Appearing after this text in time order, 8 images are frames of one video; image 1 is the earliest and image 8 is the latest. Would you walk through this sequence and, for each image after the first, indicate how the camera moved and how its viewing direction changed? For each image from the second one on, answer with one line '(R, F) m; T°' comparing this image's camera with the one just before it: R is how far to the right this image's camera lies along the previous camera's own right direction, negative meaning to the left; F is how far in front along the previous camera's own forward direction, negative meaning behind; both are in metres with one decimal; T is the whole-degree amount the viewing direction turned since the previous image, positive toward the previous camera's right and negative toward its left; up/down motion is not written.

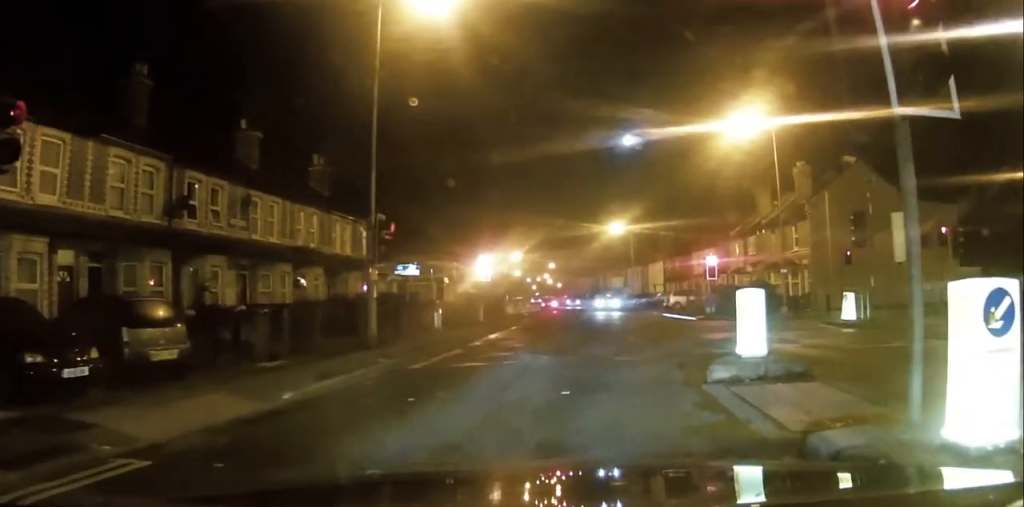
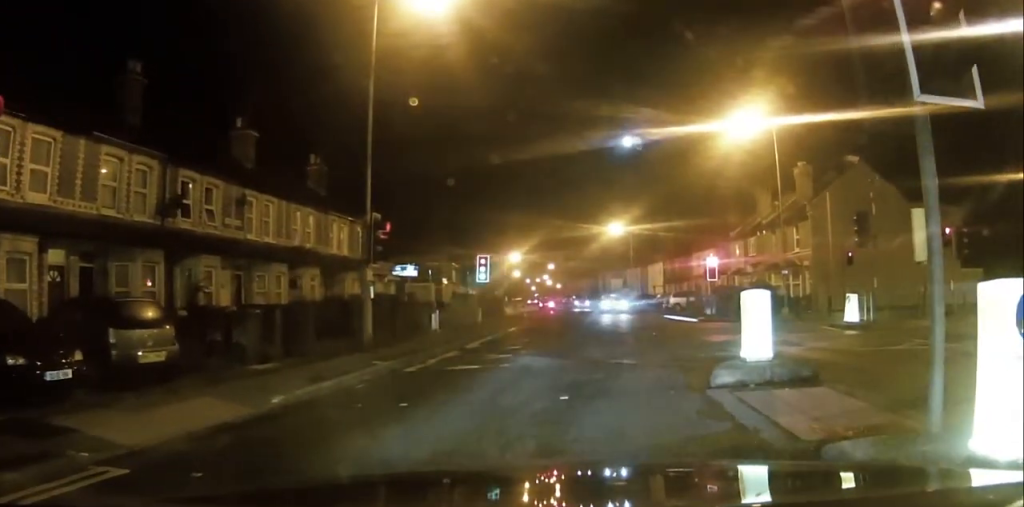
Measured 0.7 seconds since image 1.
(+0.1, +0.7) m; 0°
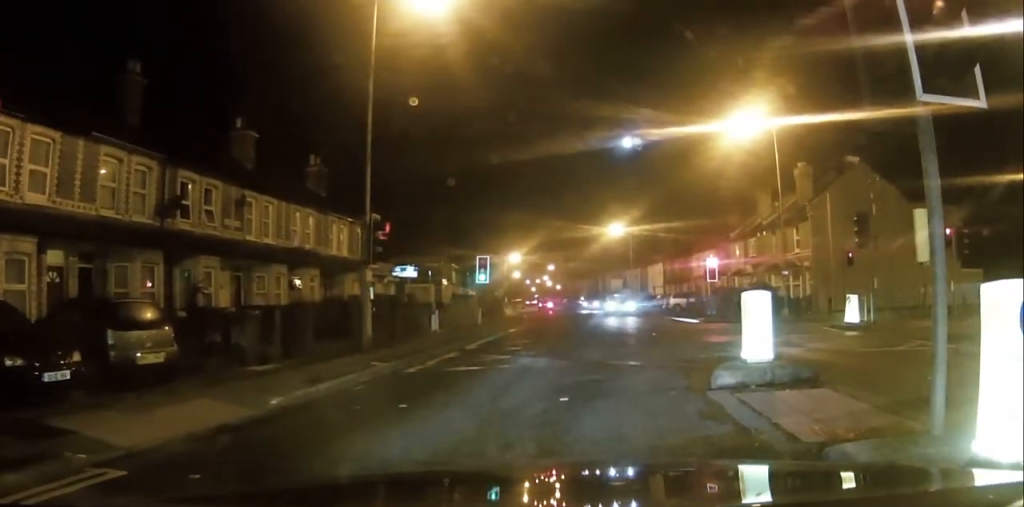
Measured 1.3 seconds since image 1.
(0.0, 0.0) m; 0°
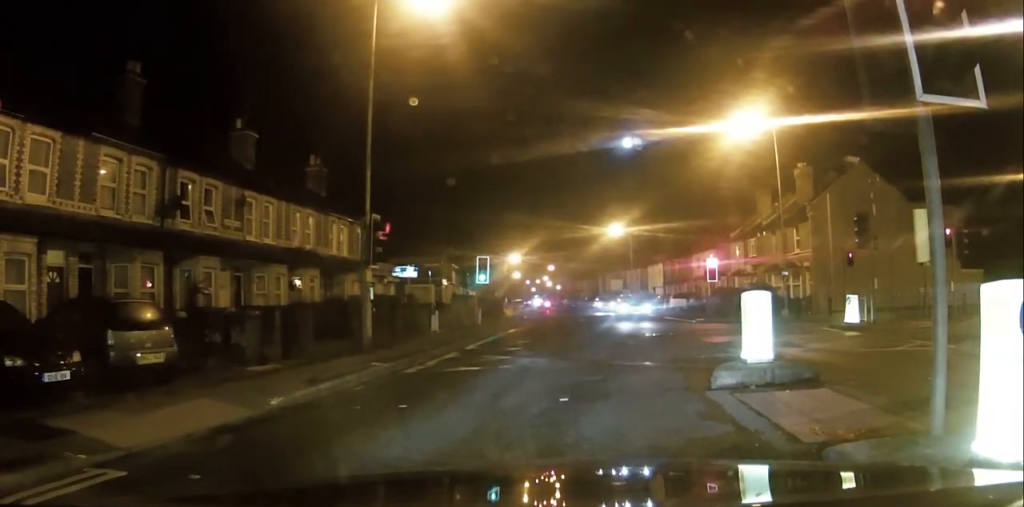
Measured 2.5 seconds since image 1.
(0.0, 0.0) m; 0°
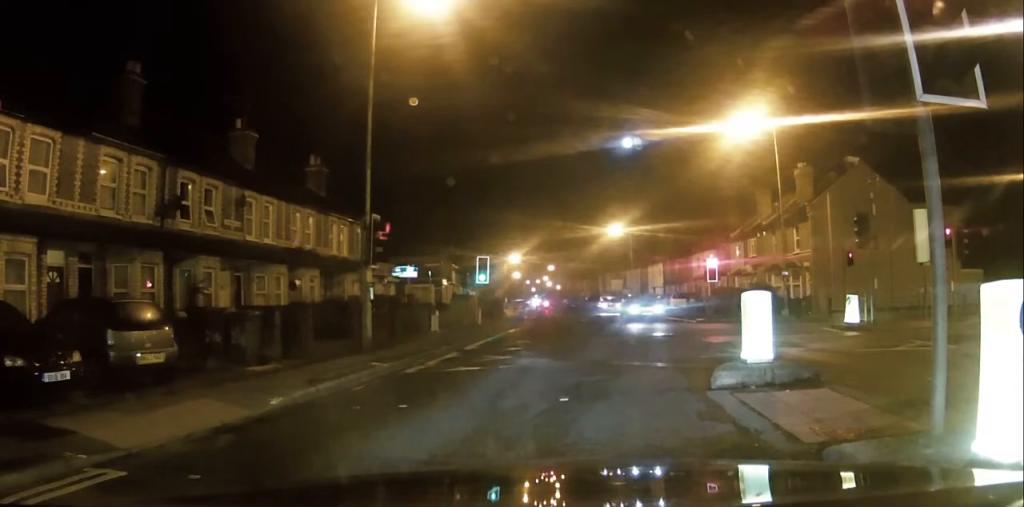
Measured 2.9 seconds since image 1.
(0.0, 0.0) m; 0°
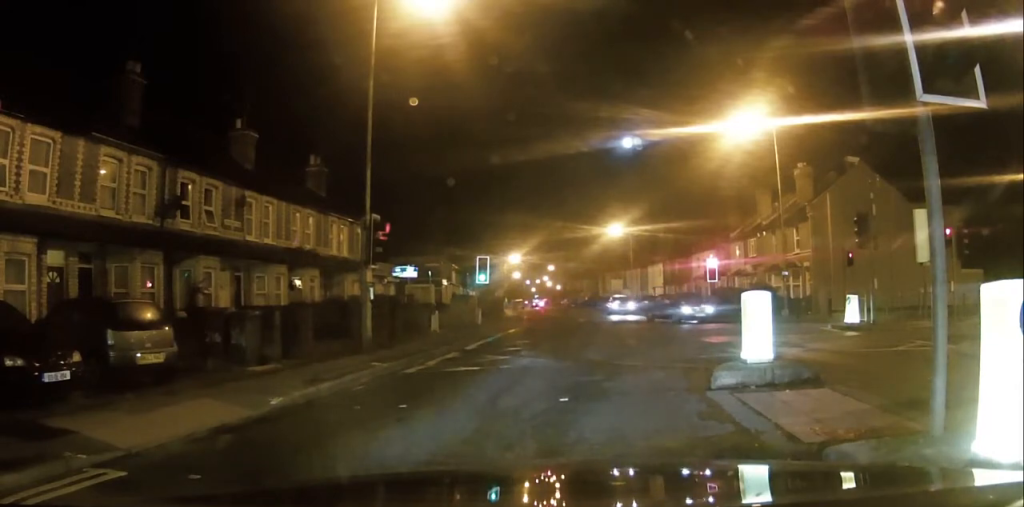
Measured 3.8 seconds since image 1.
(0.0, 0.0) m; 0°
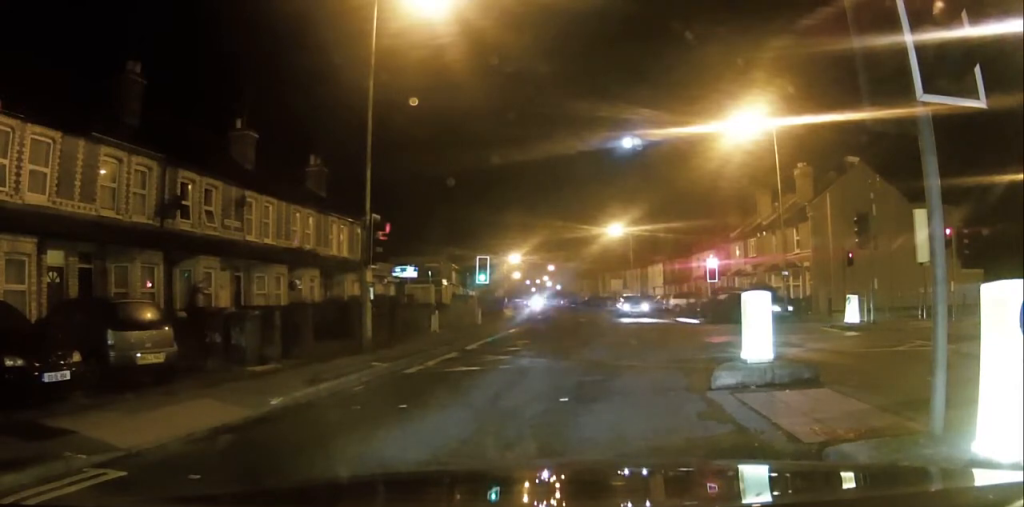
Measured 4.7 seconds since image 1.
(0.0, 0.0) m; 0°
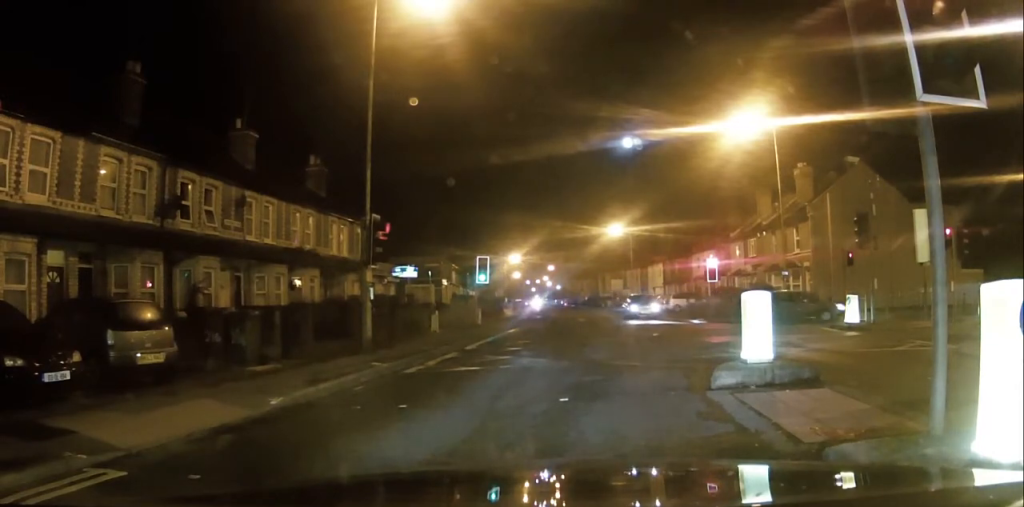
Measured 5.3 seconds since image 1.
(0.0, 0.0) m; 0°
